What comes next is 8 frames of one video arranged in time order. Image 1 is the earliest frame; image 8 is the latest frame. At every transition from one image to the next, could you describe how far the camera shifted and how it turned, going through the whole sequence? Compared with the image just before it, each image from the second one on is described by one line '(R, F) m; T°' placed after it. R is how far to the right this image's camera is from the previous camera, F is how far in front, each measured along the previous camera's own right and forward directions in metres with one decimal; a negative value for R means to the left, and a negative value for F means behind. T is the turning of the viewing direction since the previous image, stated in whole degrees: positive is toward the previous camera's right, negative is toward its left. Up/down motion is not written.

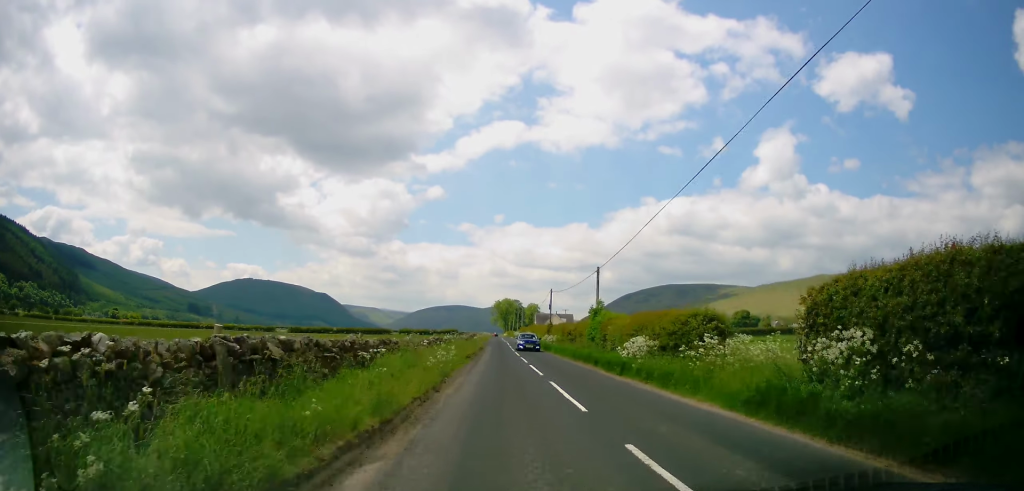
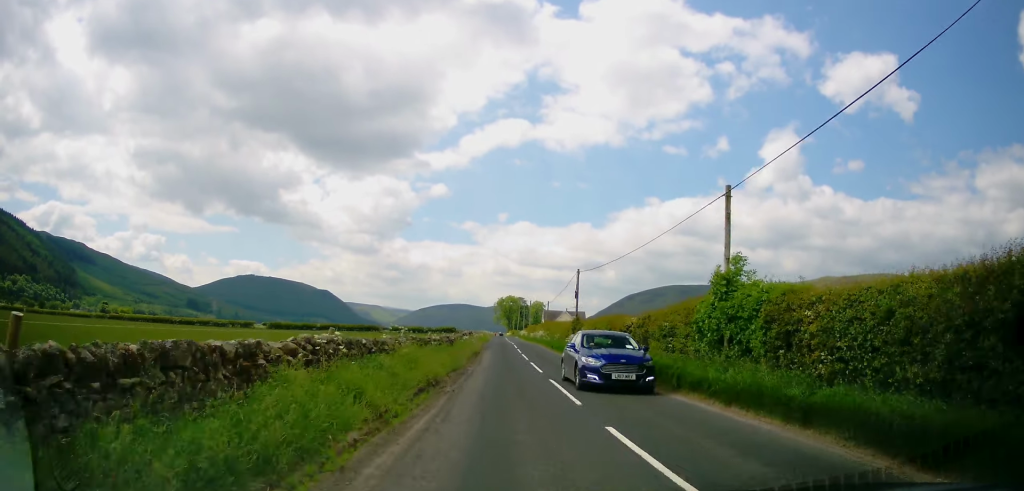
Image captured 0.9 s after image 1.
(-0.2, +17.4) m; 0°
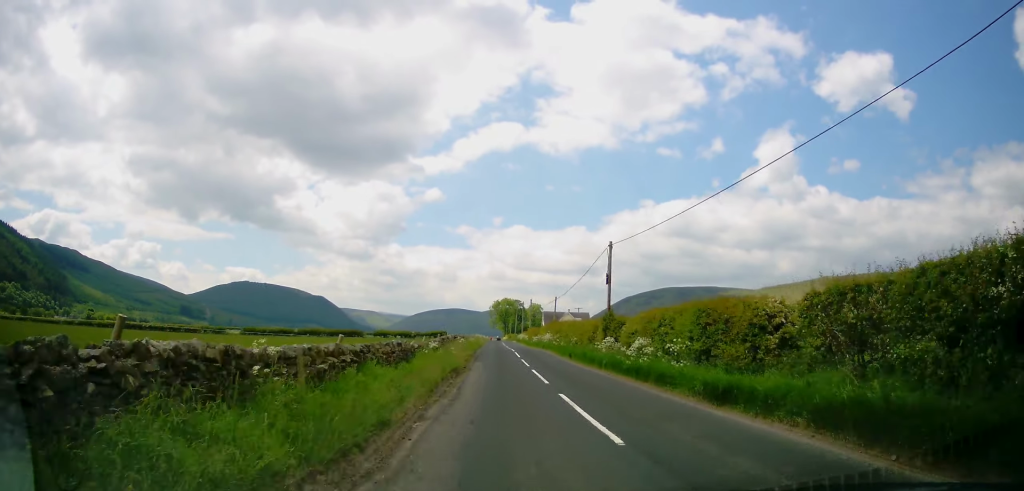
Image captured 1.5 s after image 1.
(+0.2, +13.3) m; +1°
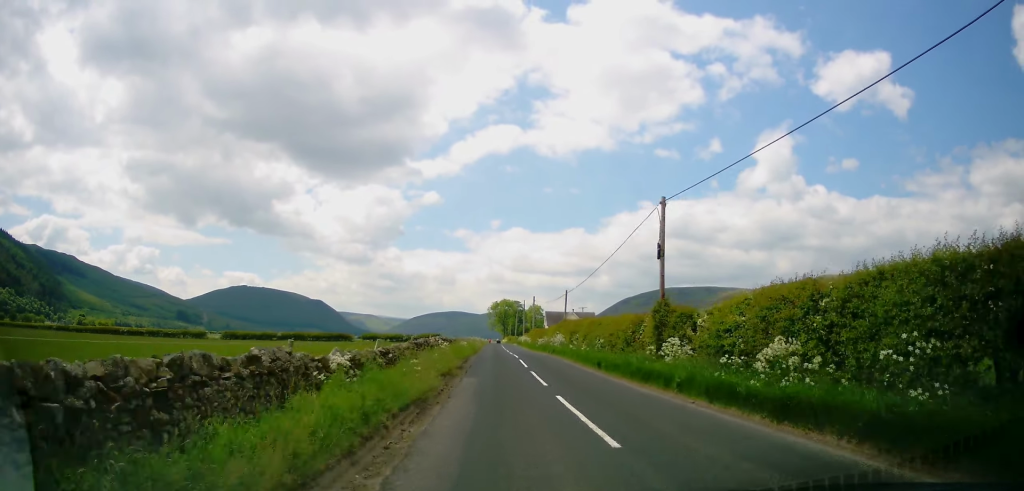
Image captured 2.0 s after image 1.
(+0.1, +9.5) m; 0°
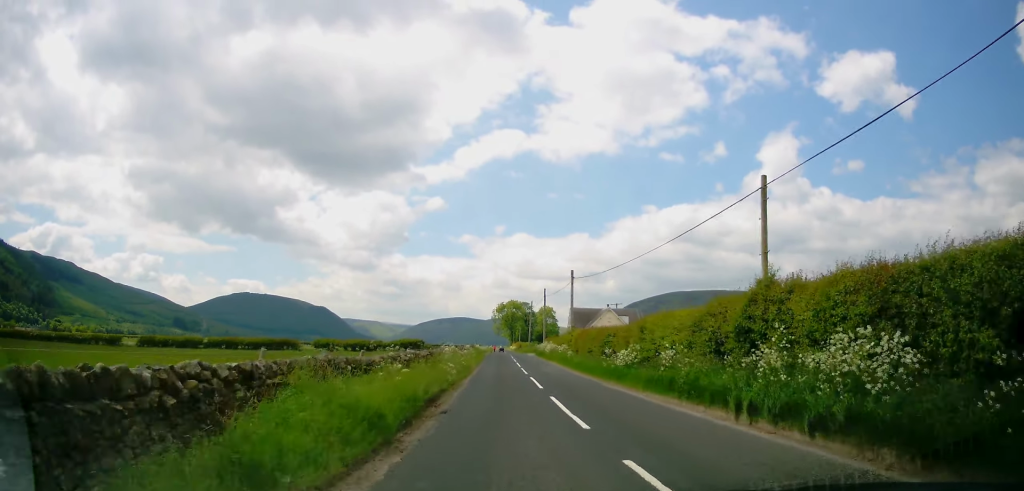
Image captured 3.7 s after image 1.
(0.0, +33.6) m; 0°
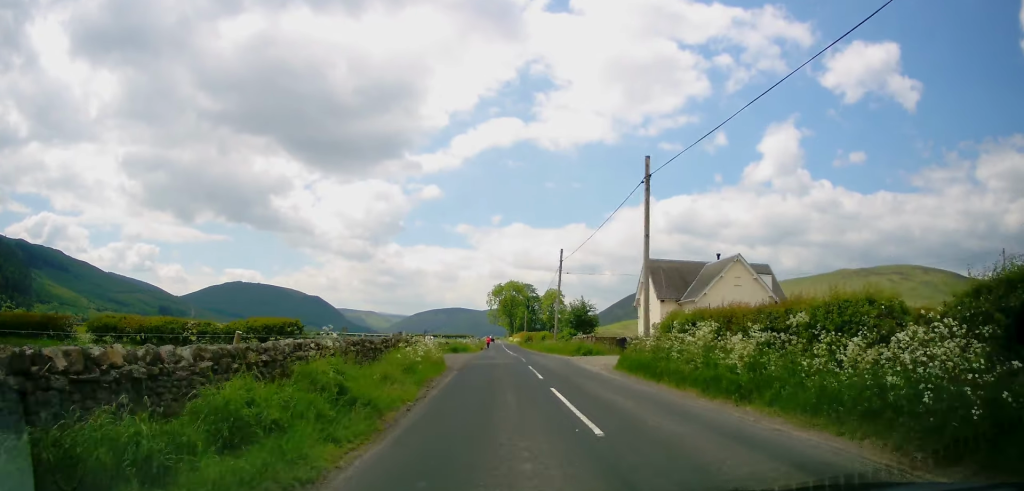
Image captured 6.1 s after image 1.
(-0.1, +47.1) m; 0°
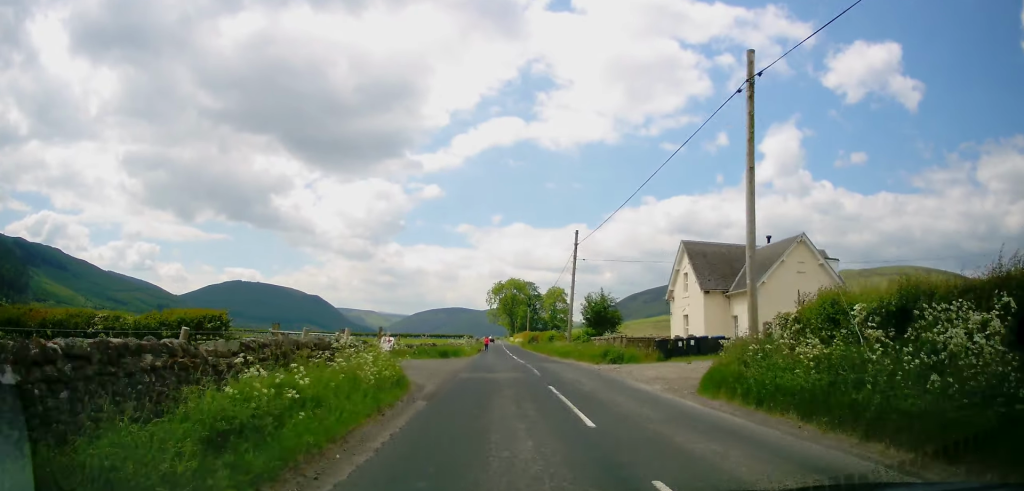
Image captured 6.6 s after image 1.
(+0.2, +8.7) m; 0°
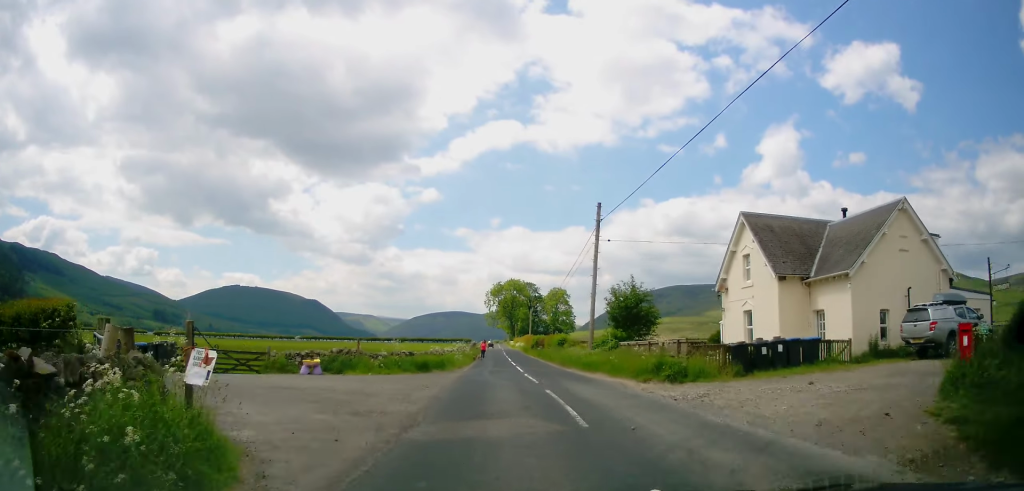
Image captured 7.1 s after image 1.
(-0.1, +9.1) m; 0°
